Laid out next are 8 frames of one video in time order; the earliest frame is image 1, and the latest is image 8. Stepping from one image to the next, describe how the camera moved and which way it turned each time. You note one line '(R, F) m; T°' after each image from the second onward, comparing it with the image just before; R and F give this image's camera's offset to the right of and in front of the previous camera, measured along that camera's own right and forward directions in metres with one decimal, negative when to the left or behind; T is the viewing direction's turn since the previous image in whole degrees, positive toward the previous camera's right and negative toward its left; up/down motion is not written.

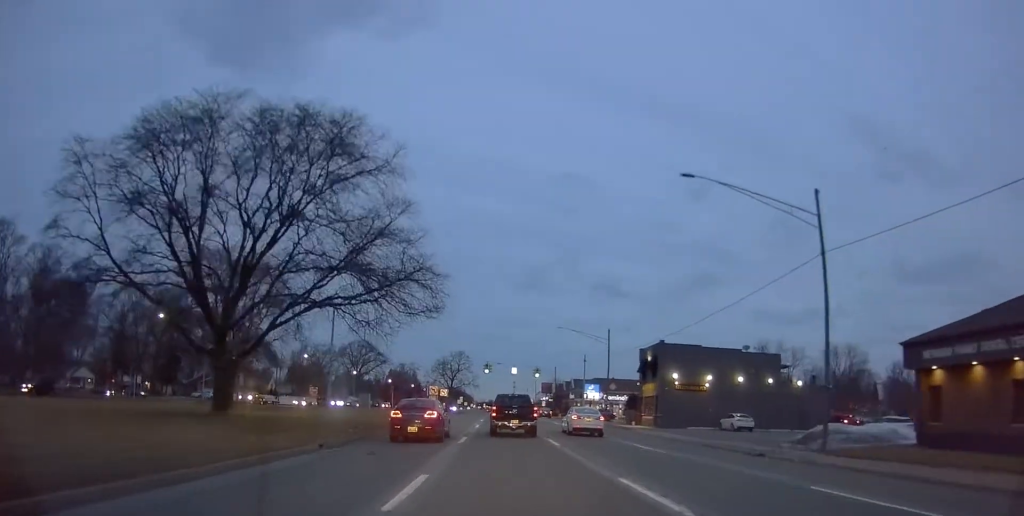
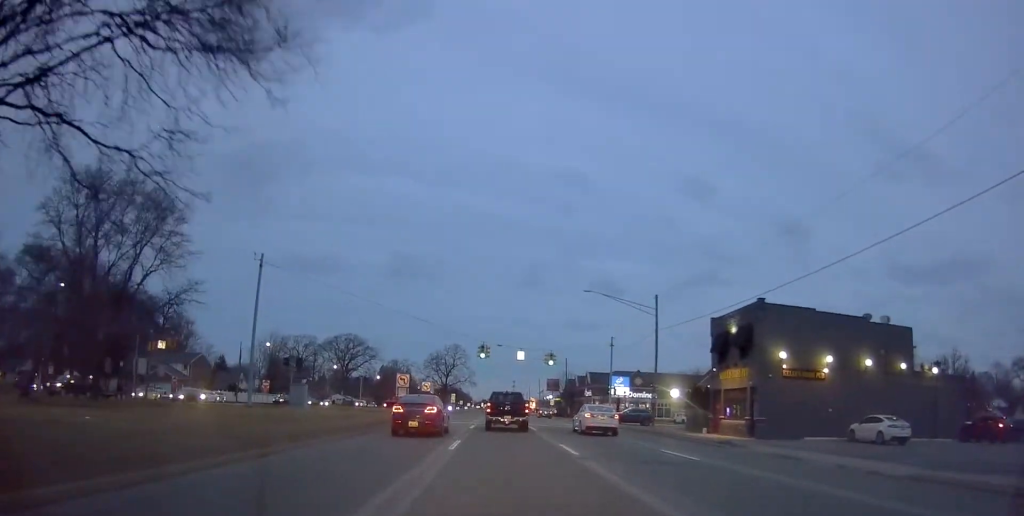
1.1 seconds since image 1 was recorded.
(0.0, +20.9) m; -1°
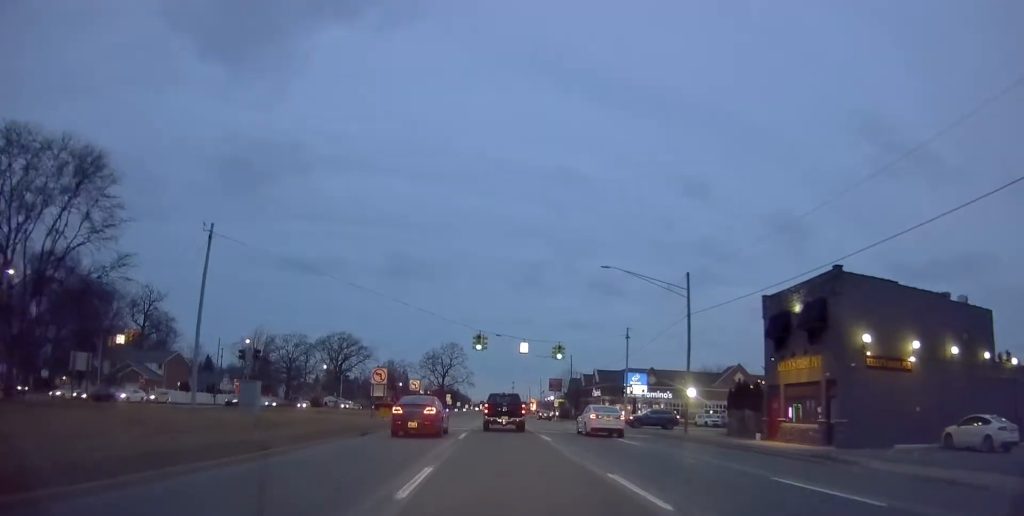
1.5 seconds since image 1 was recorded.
(+0.3, +8.5) m; 0°
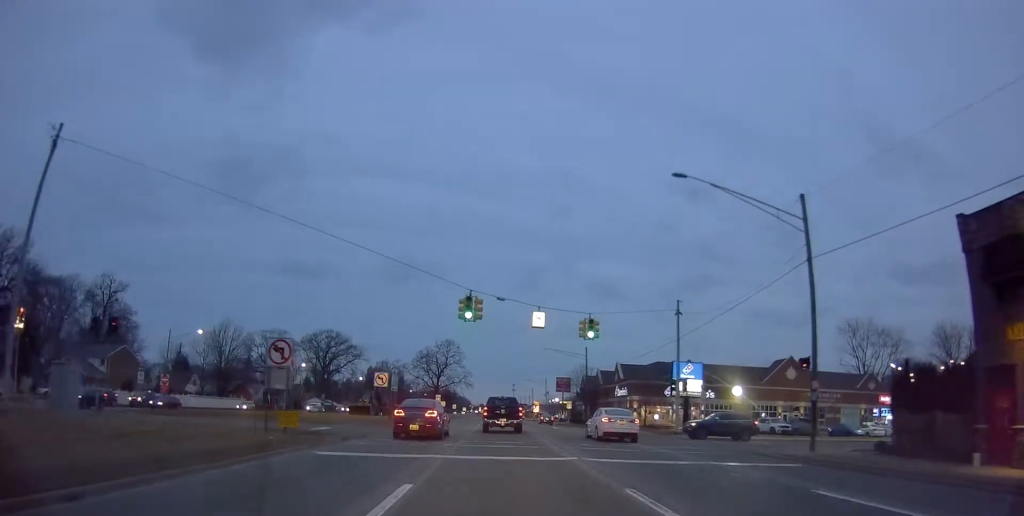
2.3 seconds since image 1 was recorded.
(-0.7, +16.6) m; 0°
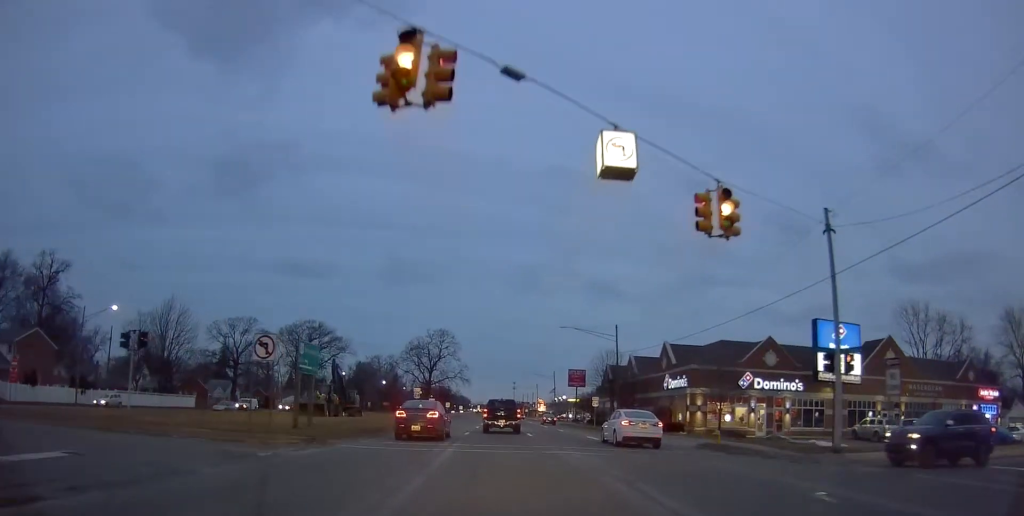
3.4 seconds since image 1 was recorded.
(+0.6, +20.7) m; +2°
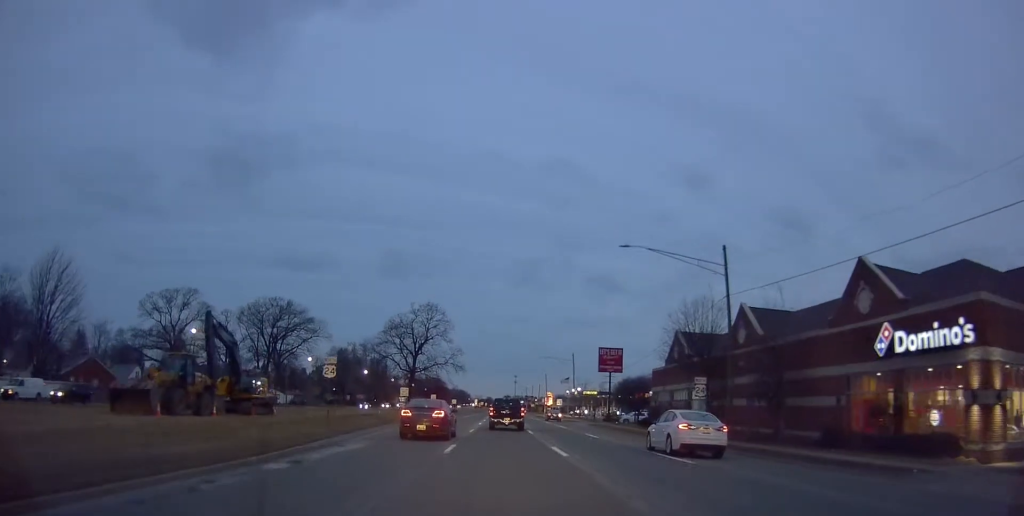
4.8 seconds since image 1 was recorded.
(-0.4, +29.9) m; -2°
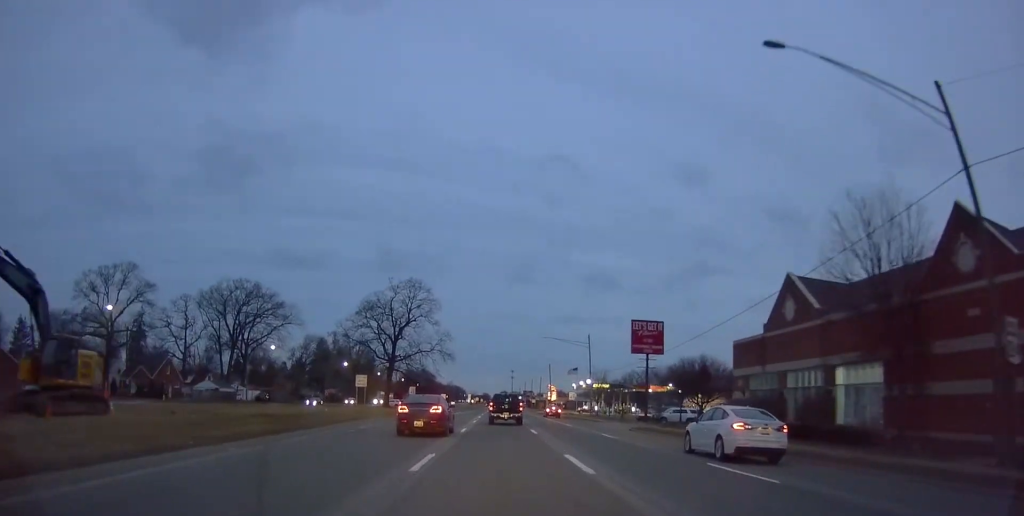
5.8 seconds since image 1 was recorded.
(-0.3, +19.9) m; +1°
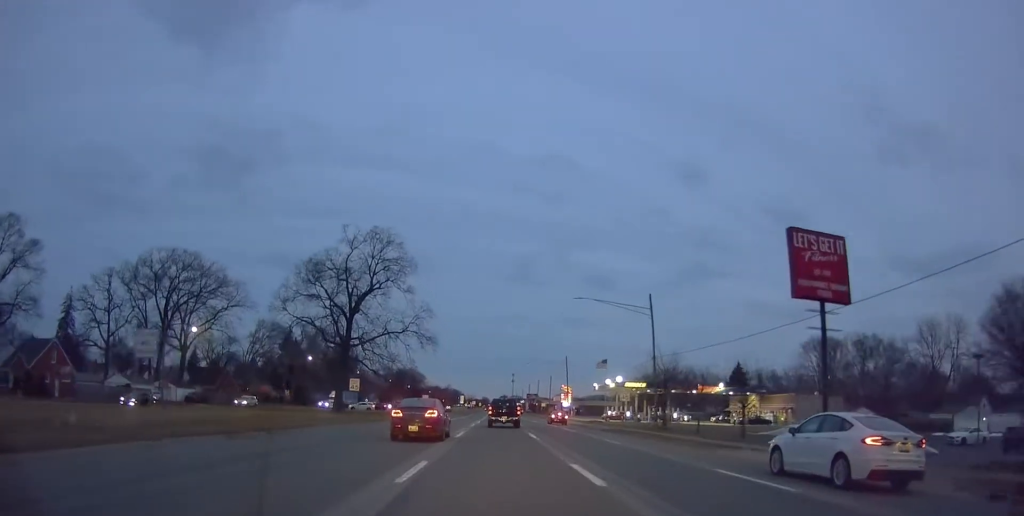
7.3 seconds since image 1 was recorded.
(+0.8, +30.8) m; +2°
